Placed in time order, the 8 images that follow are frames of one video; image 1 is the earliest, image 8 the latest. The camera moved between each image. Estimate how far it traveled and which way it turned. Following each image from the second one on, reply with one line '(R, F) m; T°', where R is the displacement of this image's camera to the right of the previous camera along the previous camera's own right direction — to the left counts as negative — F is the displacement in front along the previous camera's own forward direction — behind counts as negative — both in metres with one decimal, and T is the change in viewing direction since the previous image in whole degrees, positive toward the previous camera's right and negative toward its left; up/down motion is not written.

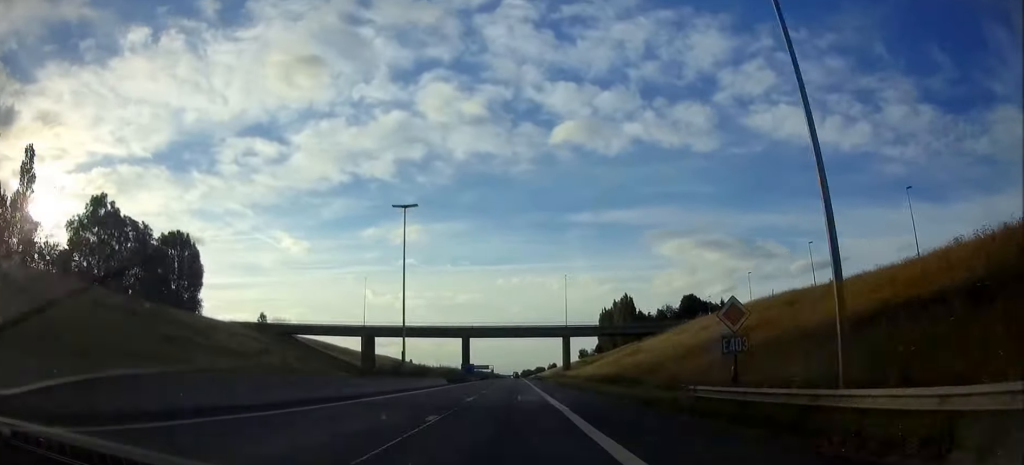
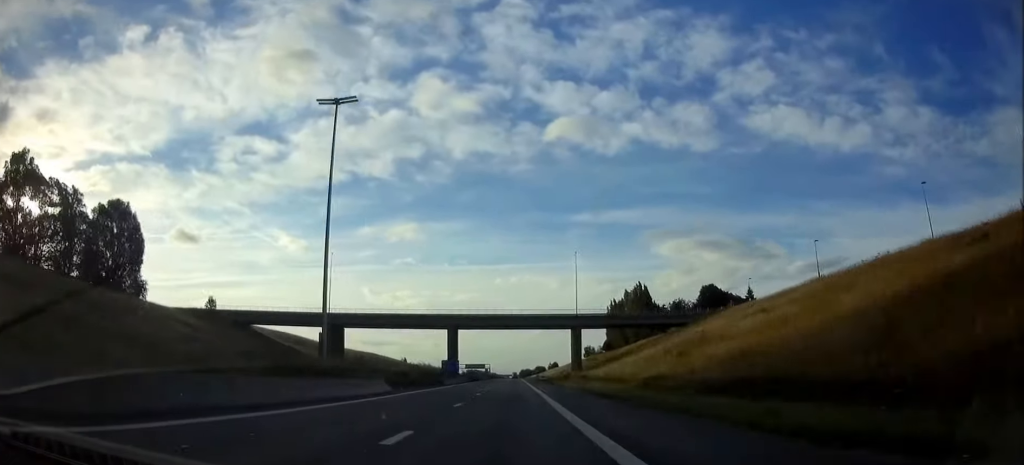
(0.0, +29.6) m; 0°
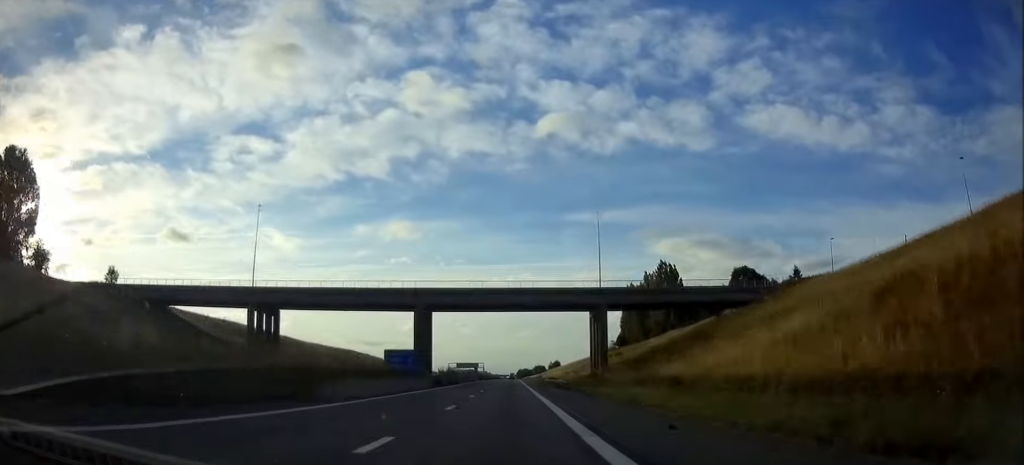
(0.0, +38.8) m; 0°
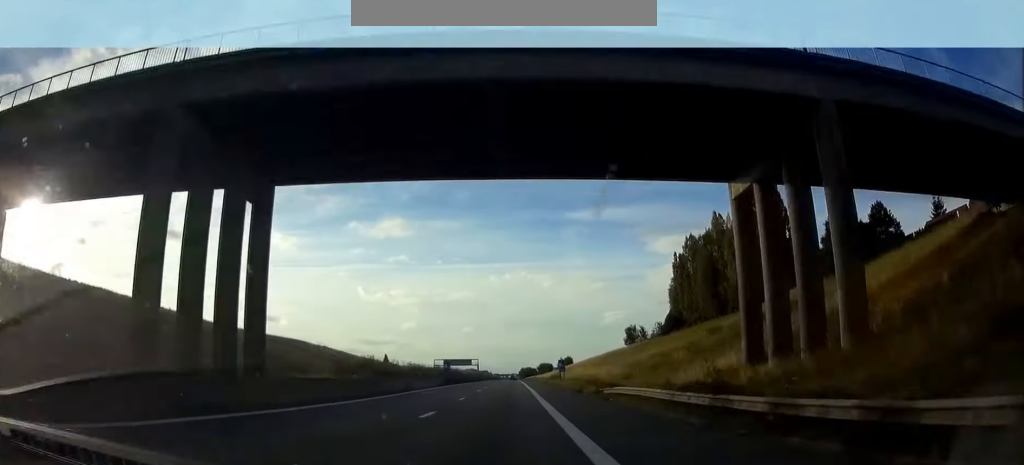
(-0.1, +66.0) m; 0°
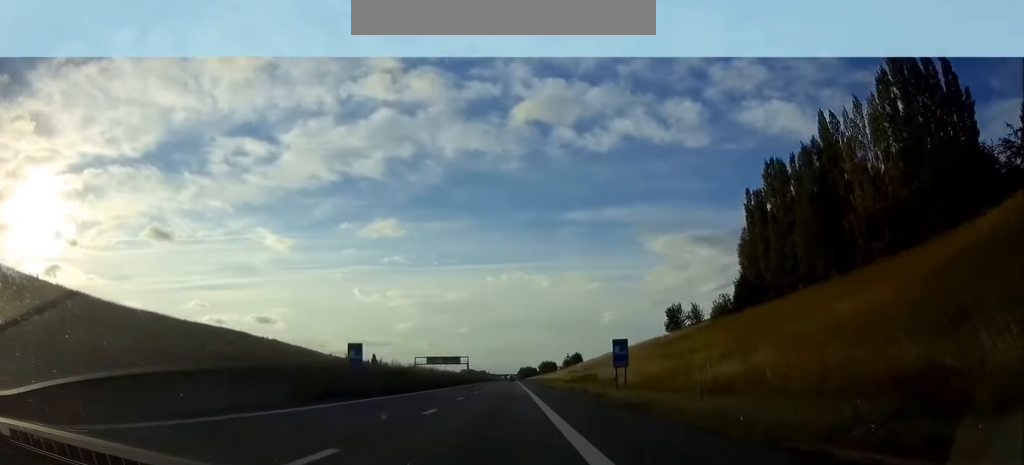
(0.0, +47.8) m; 0°
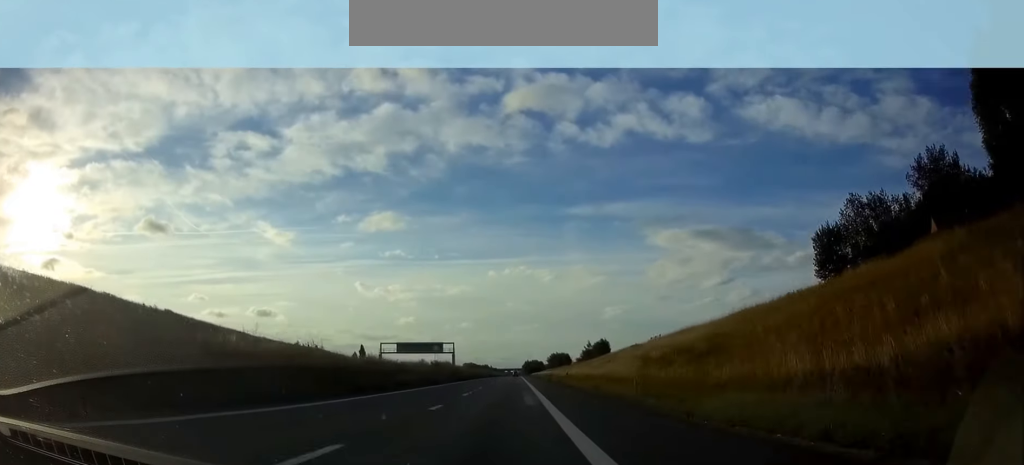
(-0.1, +61.4) m; 0°
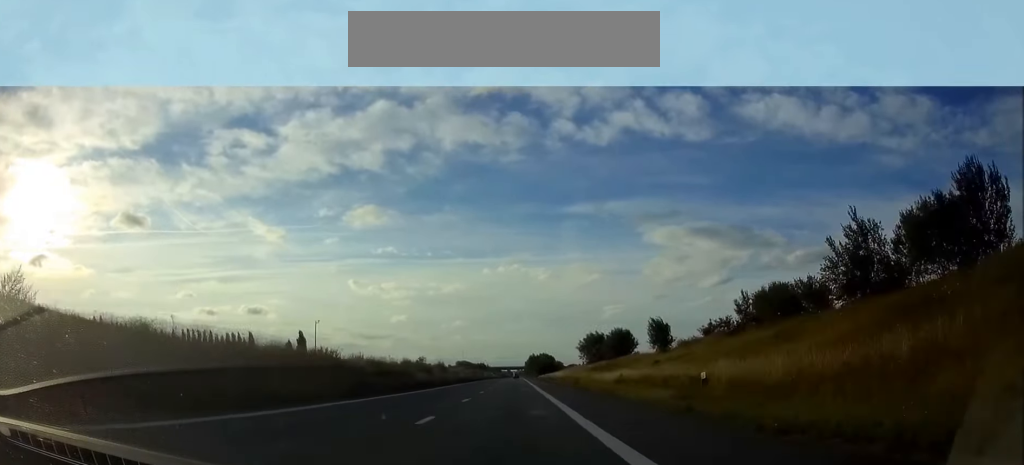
(0.0, +154.3) m; 0°
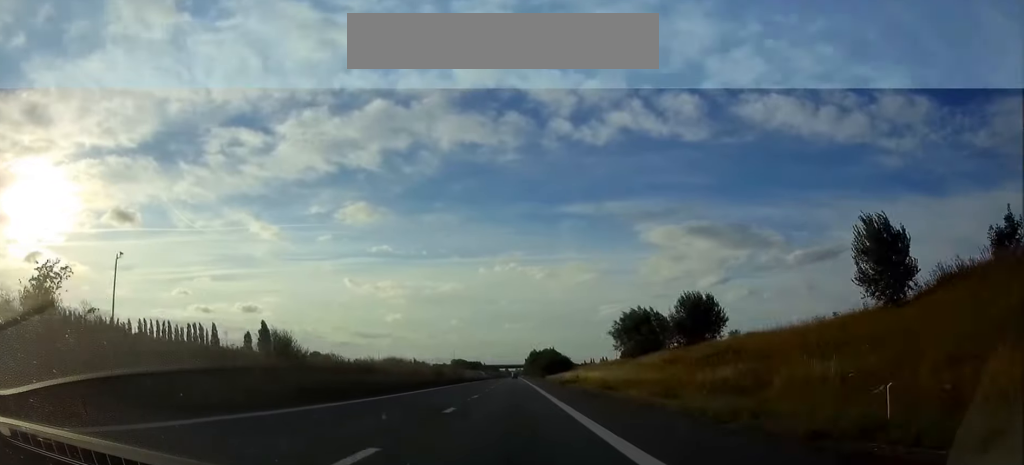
(0.0, +56.8) m; 0°
